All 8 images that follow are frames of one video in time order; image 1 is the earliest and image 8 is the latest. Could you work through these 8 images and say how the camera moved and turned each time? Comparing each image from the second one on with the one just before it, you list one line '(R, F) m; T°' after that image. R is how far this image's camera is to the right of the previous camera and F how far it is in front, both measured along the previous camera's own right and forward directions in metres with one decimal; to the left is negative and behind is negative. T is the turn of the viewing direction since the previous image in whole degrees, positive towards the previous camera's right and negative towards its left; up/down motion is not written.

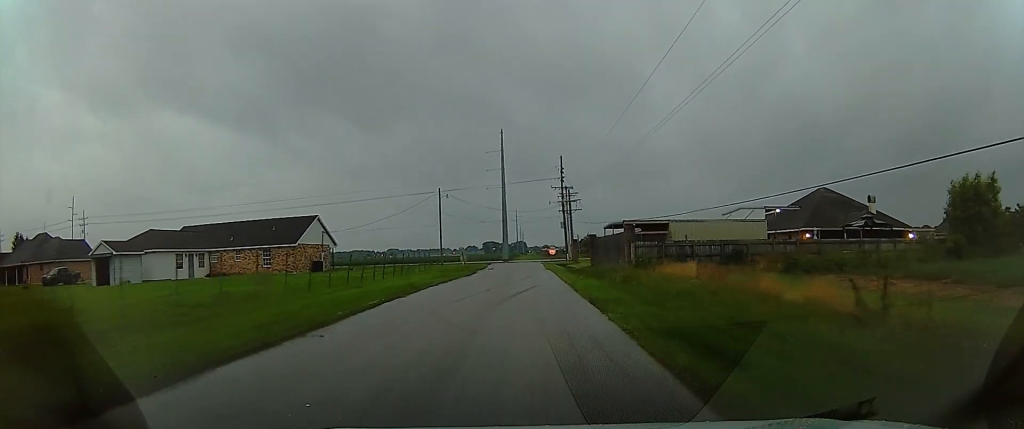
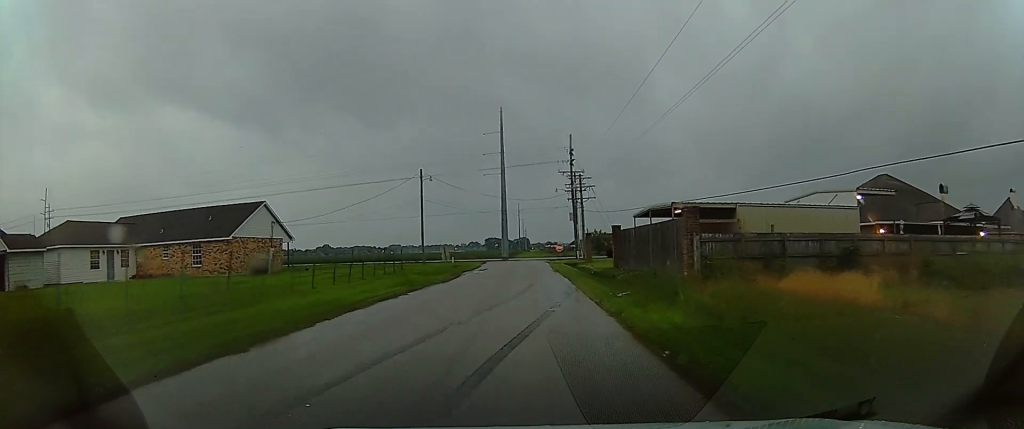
(0.0, +11.8) m; 0°
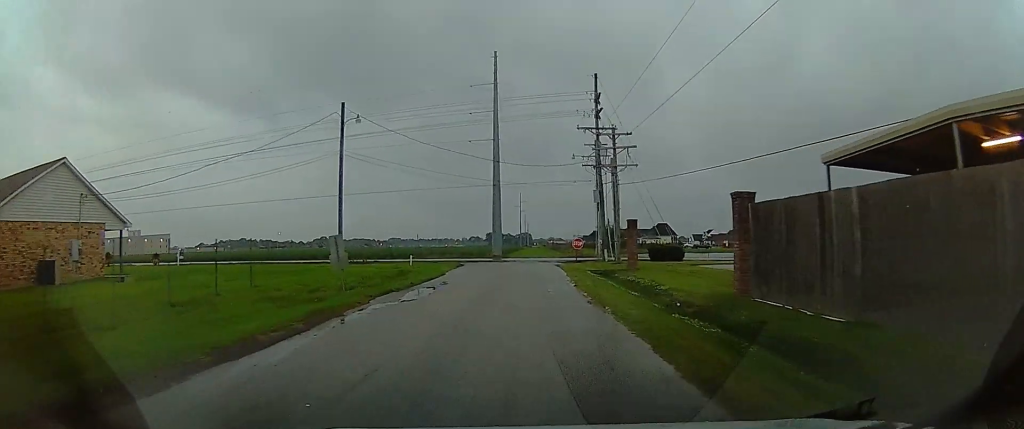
(0.0, +23.0) m; 0°
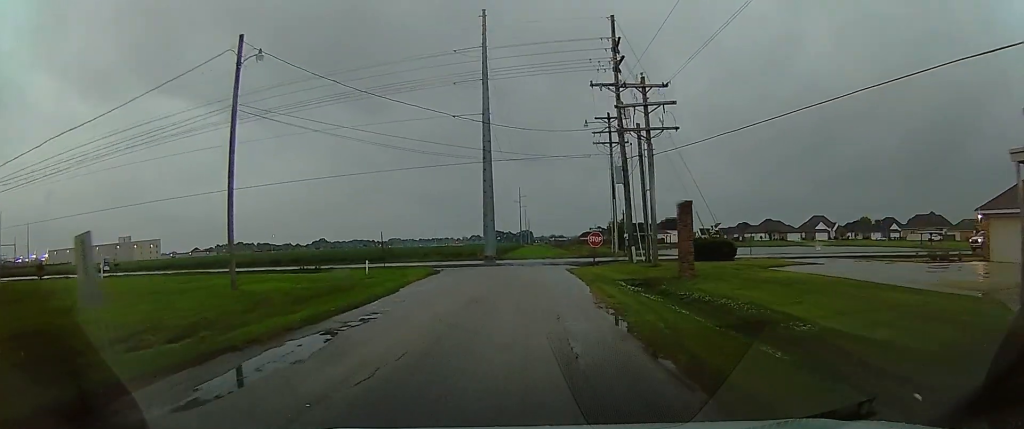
(0.0, +12.1) m; 0°
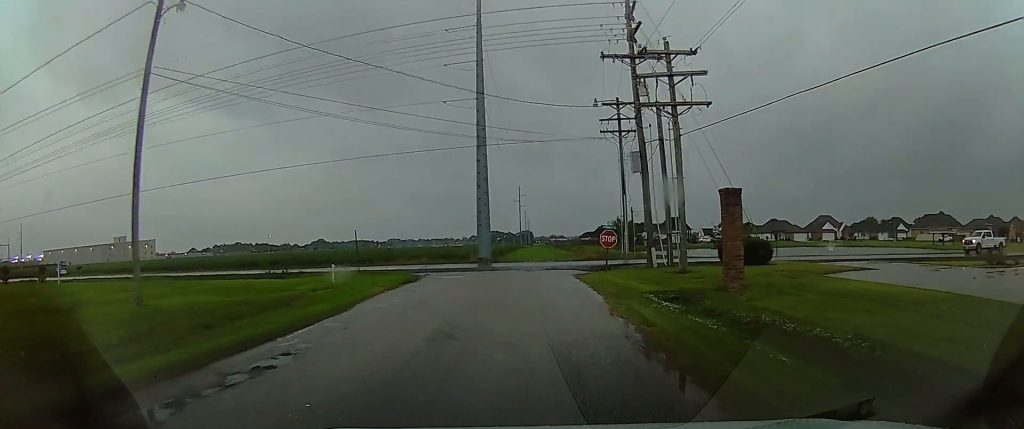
(0.0, +5.5) m; 0°
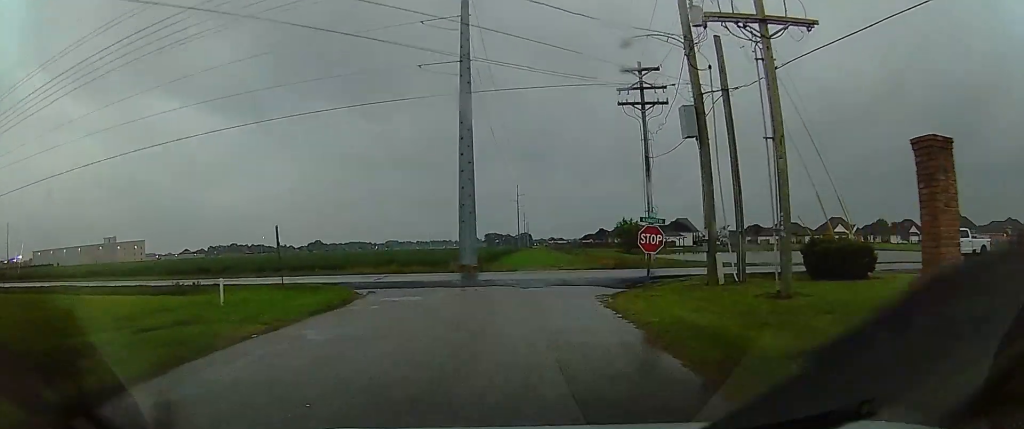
(0.0, +10.2) m; 0°
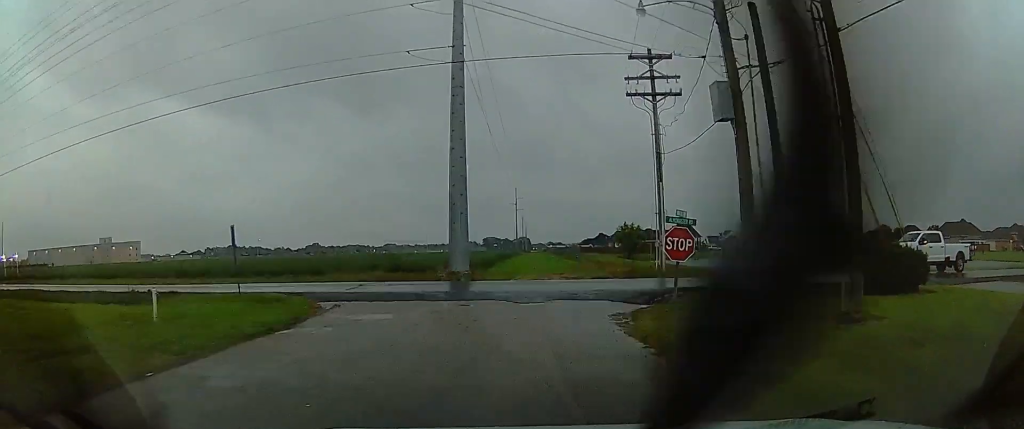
(0.0, +4.1) m; 0°
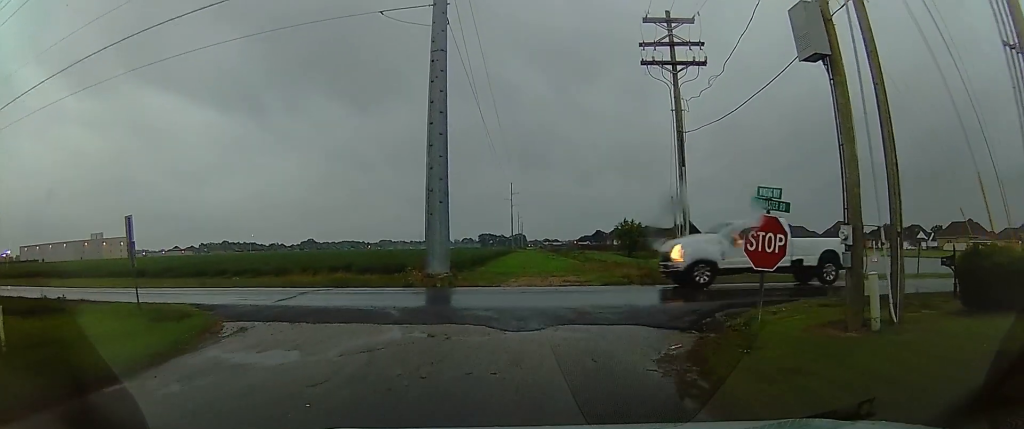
(0.0, +6.0) m; 0°
